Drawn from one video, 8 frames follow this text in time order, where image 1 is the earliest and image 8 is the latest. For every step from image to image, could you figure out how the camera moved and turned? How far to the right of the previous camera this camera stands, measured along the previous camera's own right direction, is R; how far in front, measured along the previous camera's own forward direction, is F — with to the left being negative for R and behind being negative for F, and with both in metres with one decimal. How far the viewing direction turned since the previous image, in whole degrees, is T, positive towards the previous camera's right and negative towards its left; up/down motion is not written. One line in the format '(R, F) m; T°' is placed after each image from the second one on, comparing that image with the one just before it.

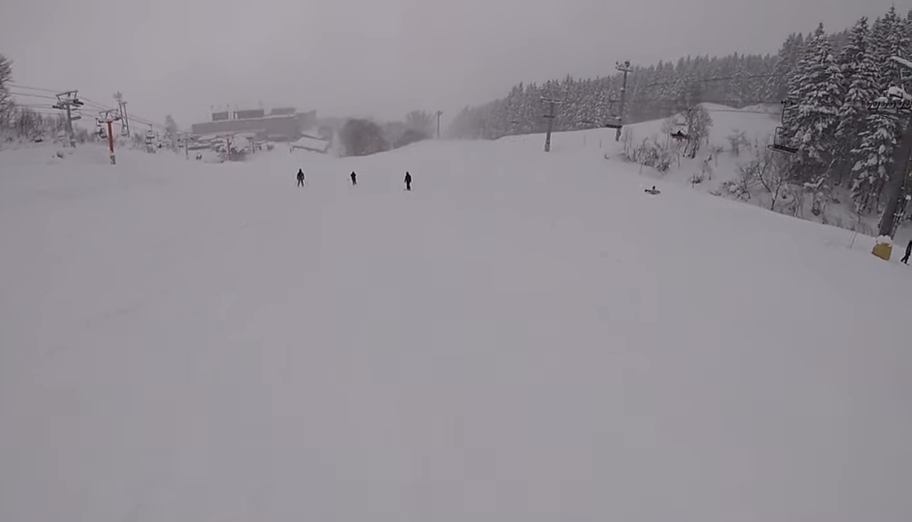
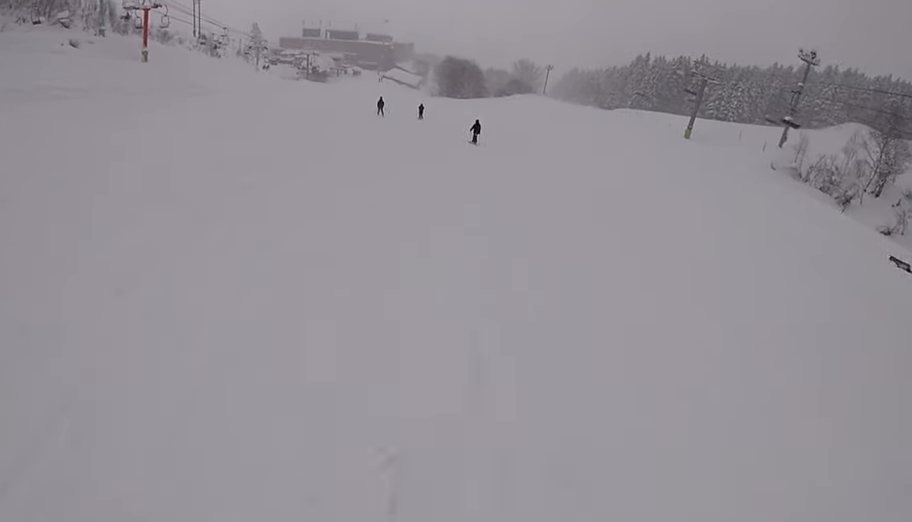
(-1.8, +17.3) m; -15°
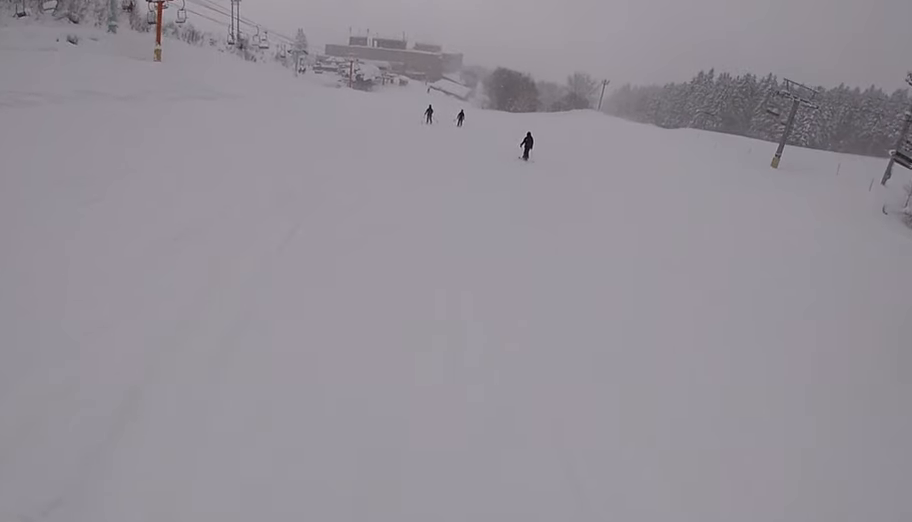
(-0.8, +9.9) m; -5°
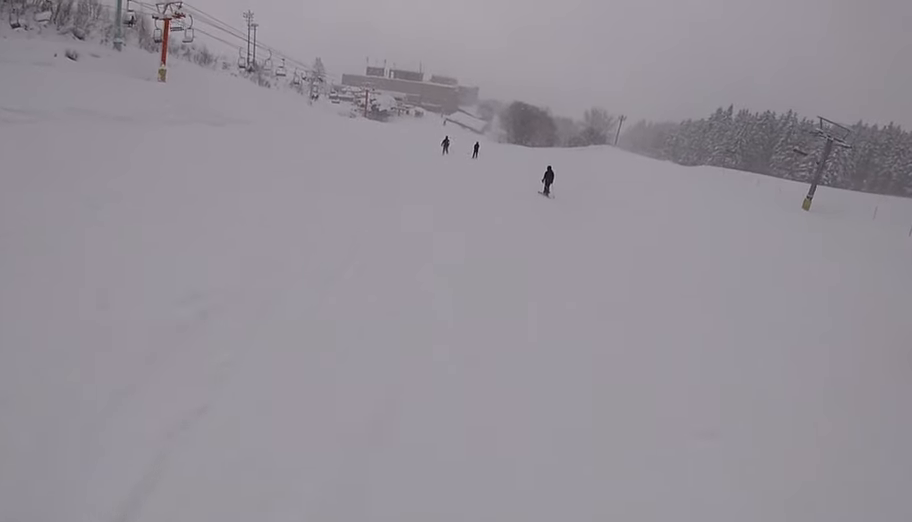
(-0.7, +4.1) m; 0°
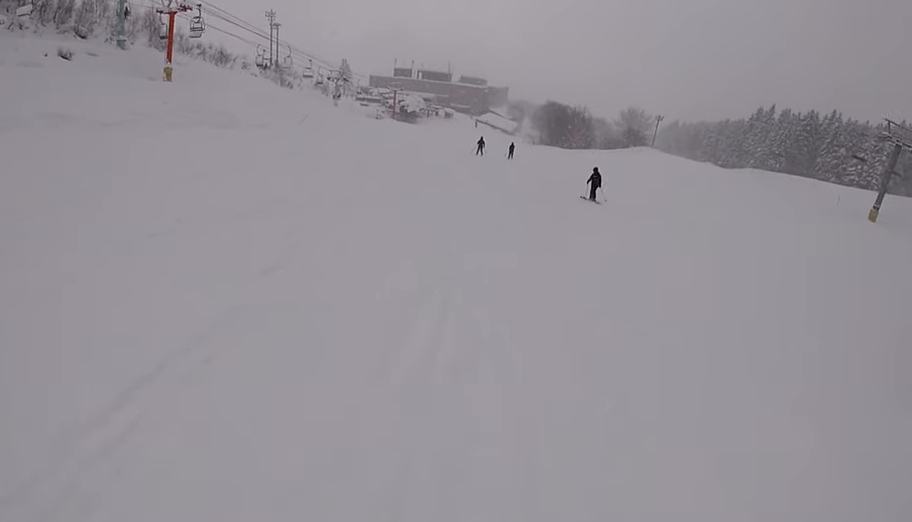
(+1.0, +5.8) m; +1°
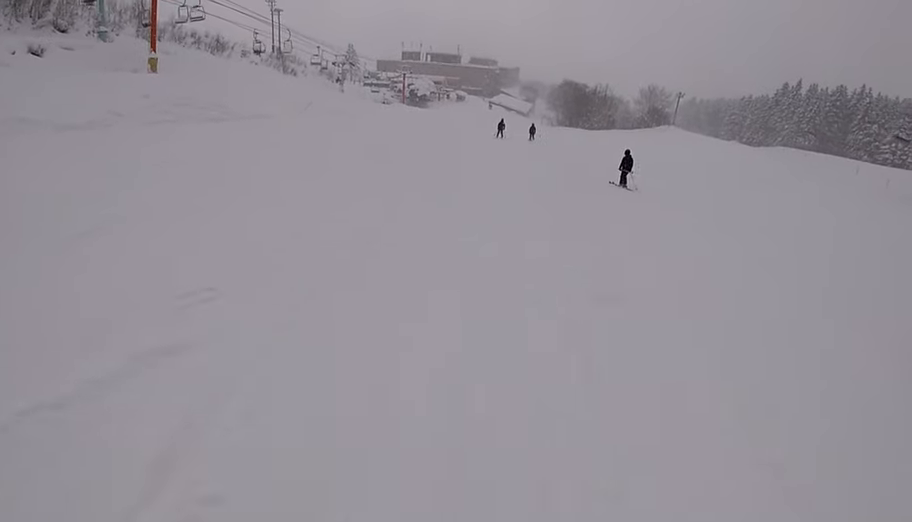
(+0.1, +5.1) m; +1°
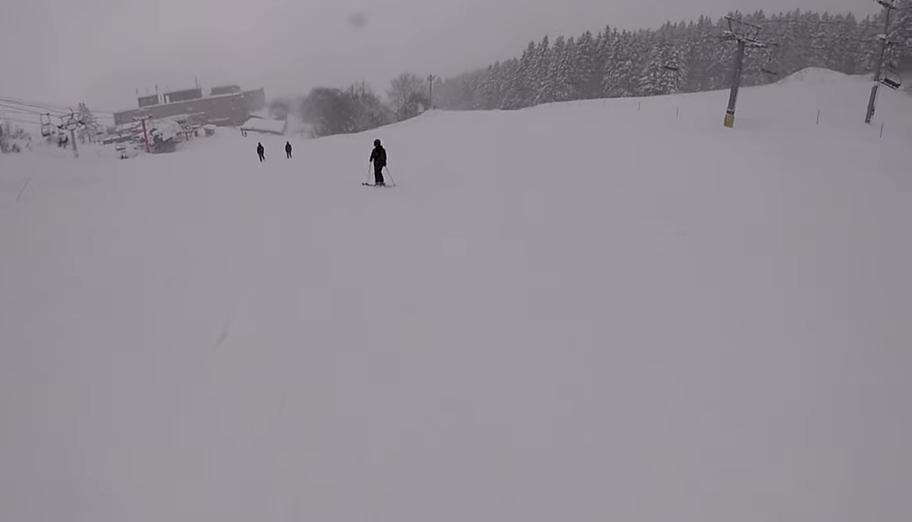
(0.0, +9.1) m; +7°
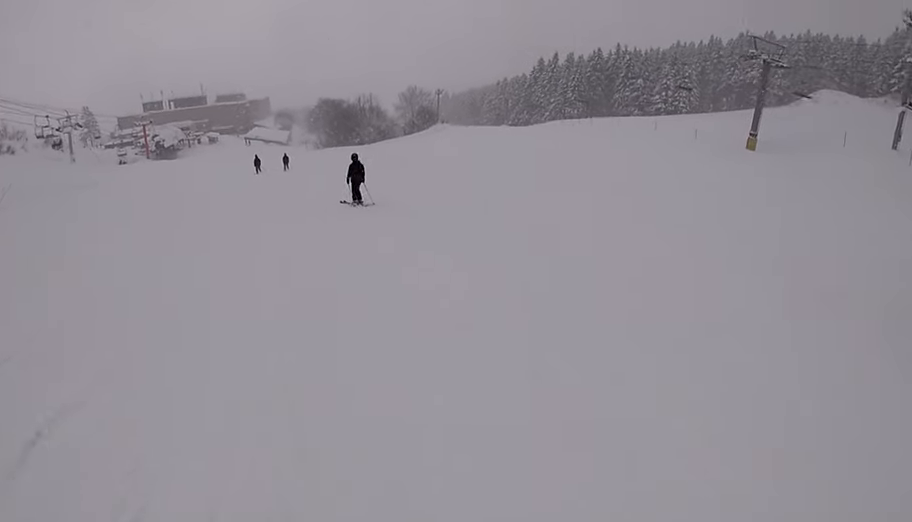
(+0.3, +3.1) m; +5°
